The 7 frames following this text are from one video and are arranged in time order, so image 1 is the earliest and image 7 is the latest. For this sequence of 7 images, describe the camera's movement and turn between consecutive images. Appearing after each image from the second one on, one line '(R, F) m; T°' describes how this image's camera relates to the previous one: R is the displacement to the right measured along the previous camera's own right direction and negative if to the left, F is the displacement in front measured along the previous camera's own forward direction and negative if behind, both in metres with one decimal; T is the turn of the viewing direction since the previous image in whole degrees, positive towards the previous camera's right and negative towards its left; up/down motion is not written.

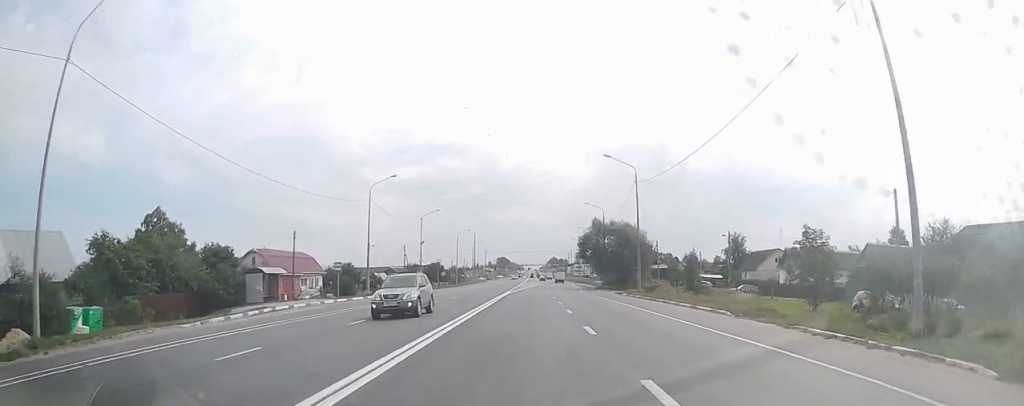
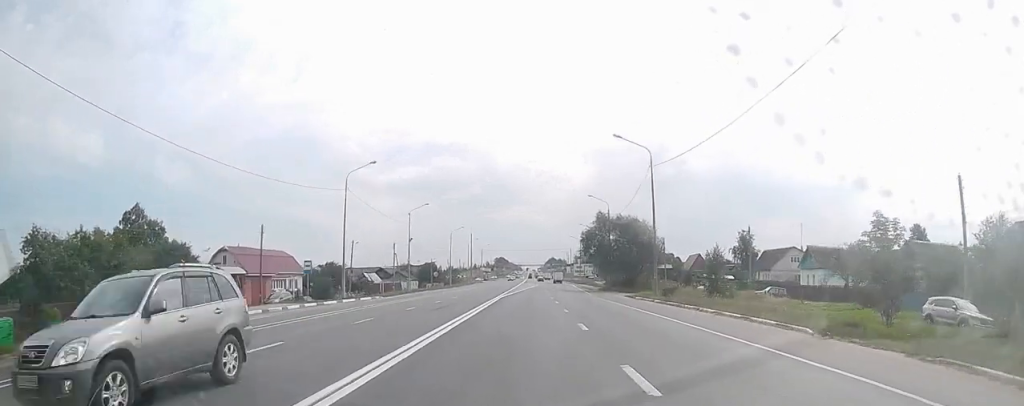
(+0.1, +7.0) m; -1°
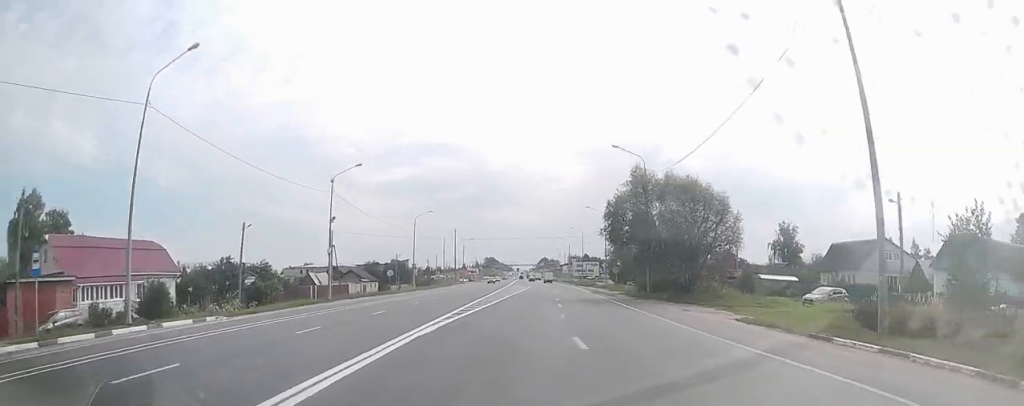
(+0.8, +28.3) m; +3°
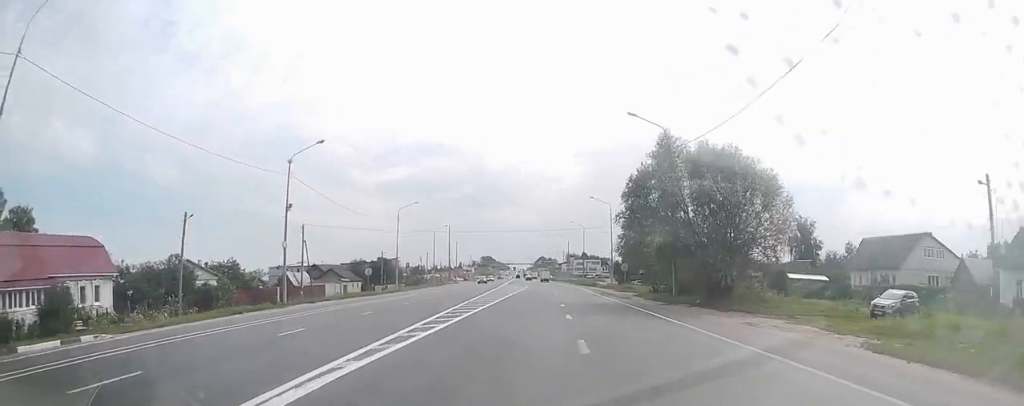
(-0.2, +8.8) m; -1°
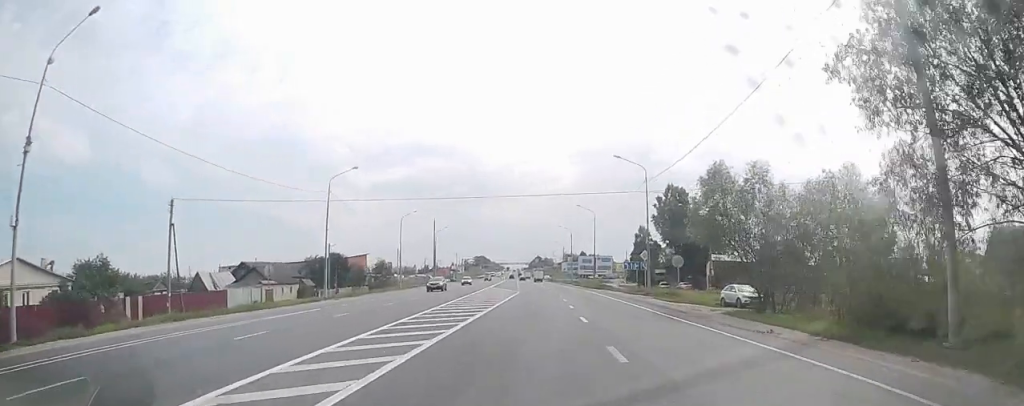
(-0.1, +25.1) m; +2°
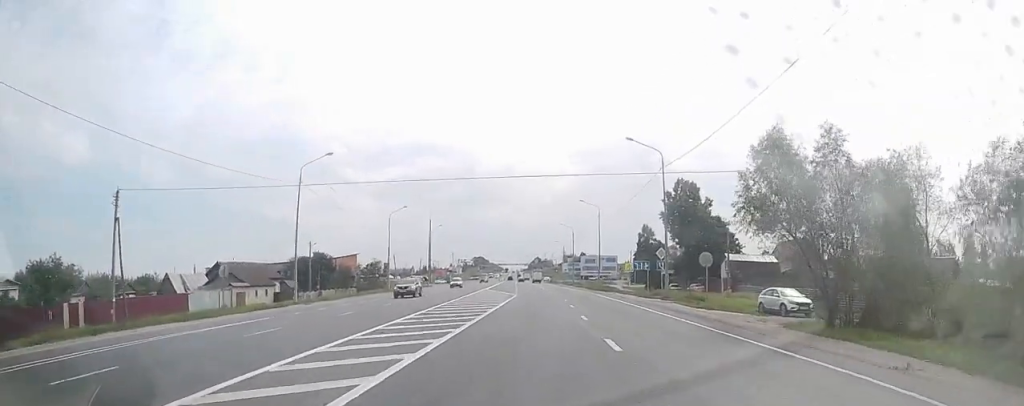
(+0.3, +6.6) m; 0°
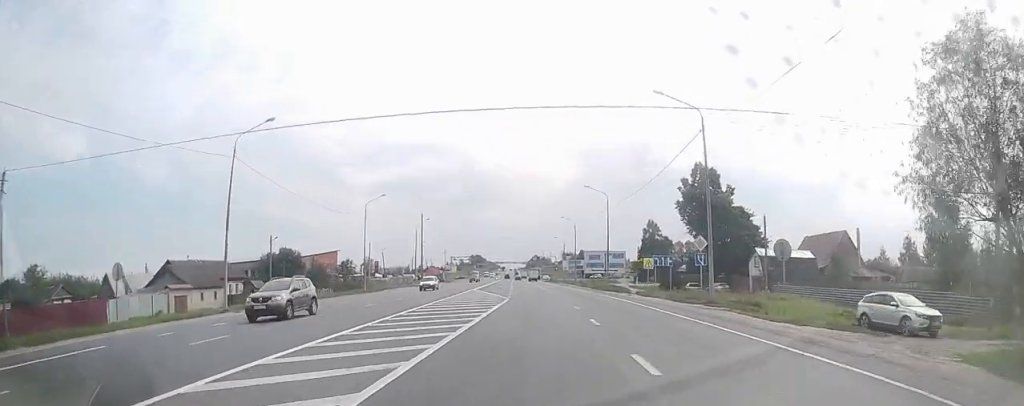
(-0.1, +10.8) m; -1°
